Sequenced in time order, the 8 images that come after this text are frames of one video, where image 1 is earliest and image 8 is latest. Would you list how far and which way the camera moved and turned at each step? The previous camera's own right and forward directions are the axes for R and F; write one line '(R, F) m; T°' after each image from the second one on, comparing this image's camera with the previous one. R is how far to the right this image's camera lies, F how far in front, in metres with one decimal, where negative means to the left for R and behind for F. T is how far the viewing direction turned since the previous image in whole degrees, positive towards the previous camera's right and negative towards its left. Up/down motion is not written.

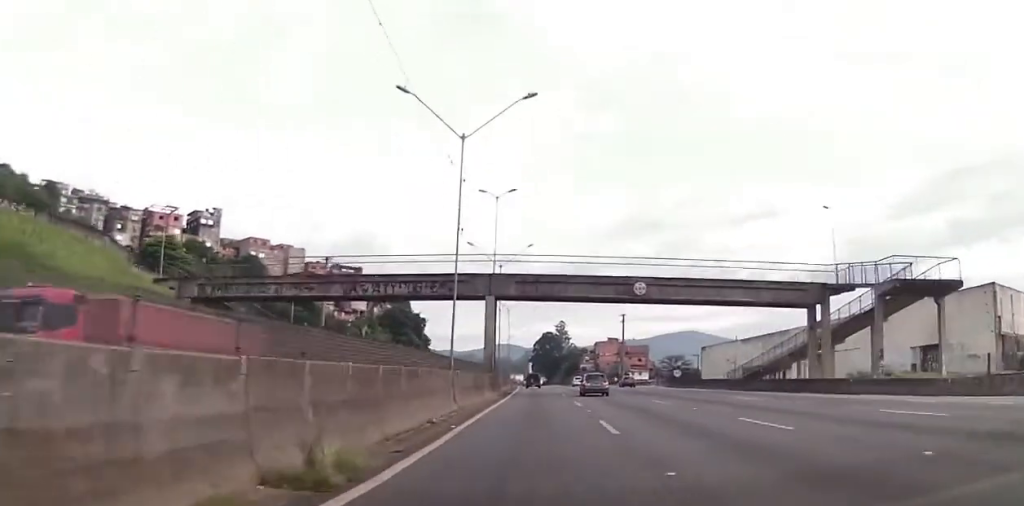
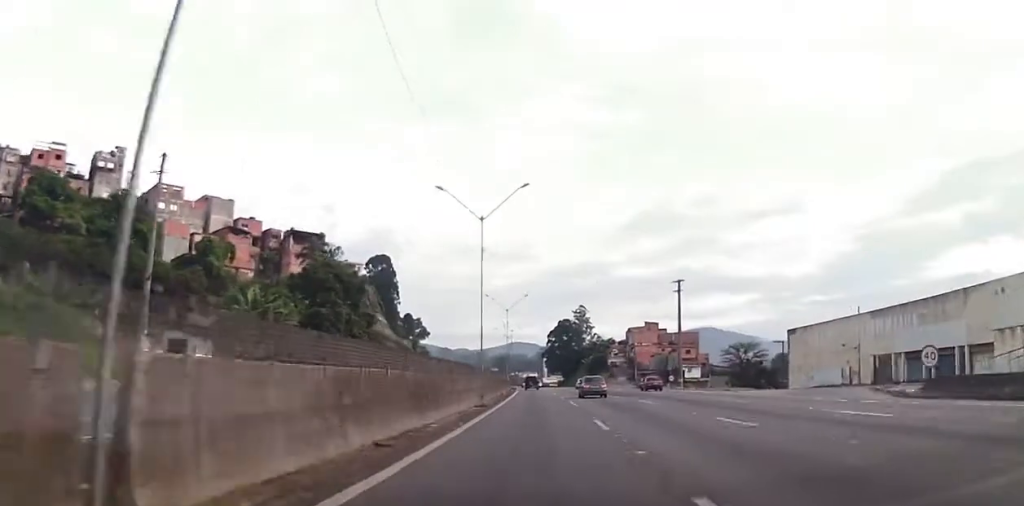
(-0.8, +53.9) m; -1°
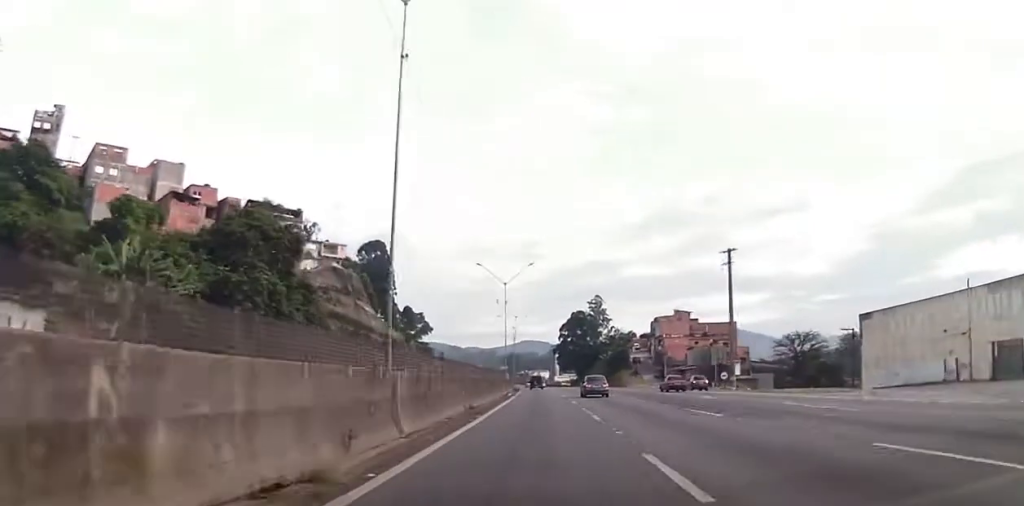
(-0.2, +25.1) m; -1°
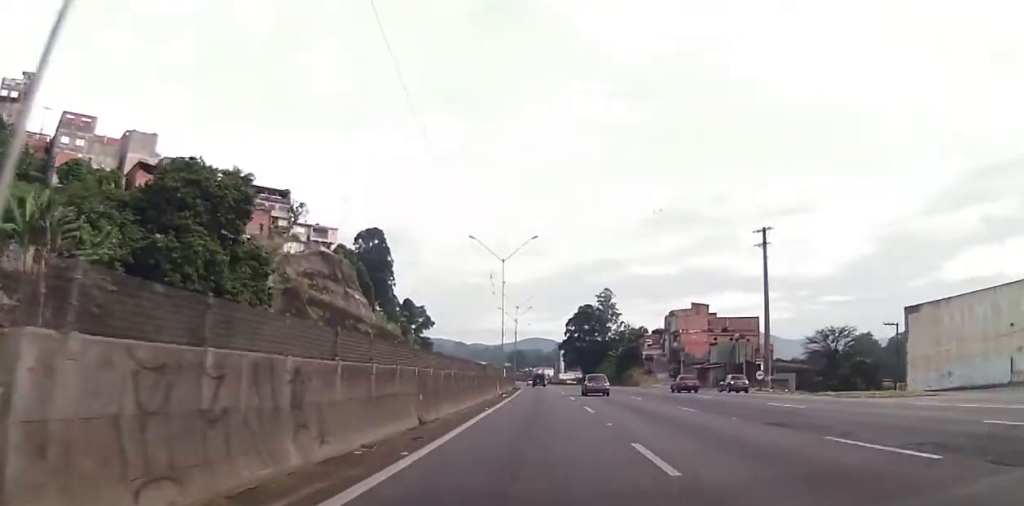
(-0.1, +11.8) m; -1°
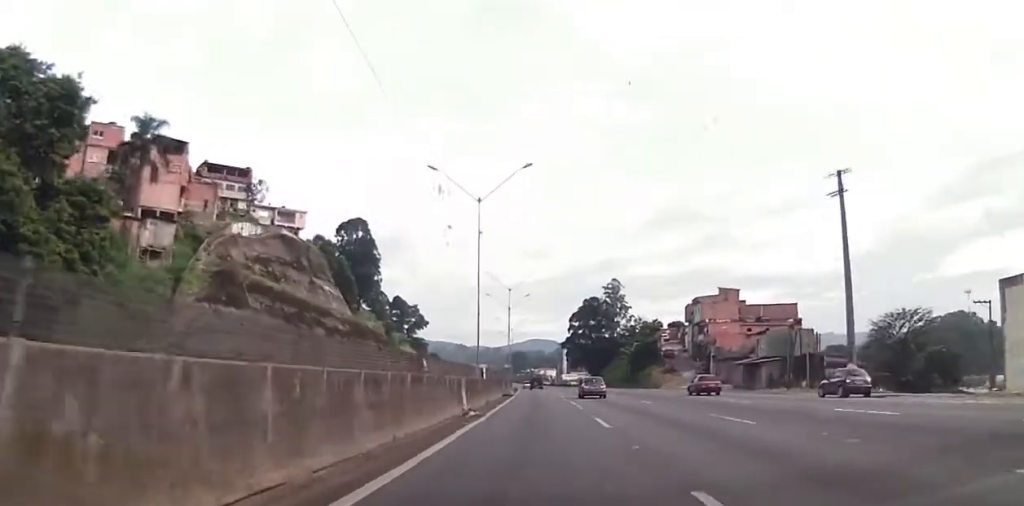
(-0.1, +20.3) m; 0°
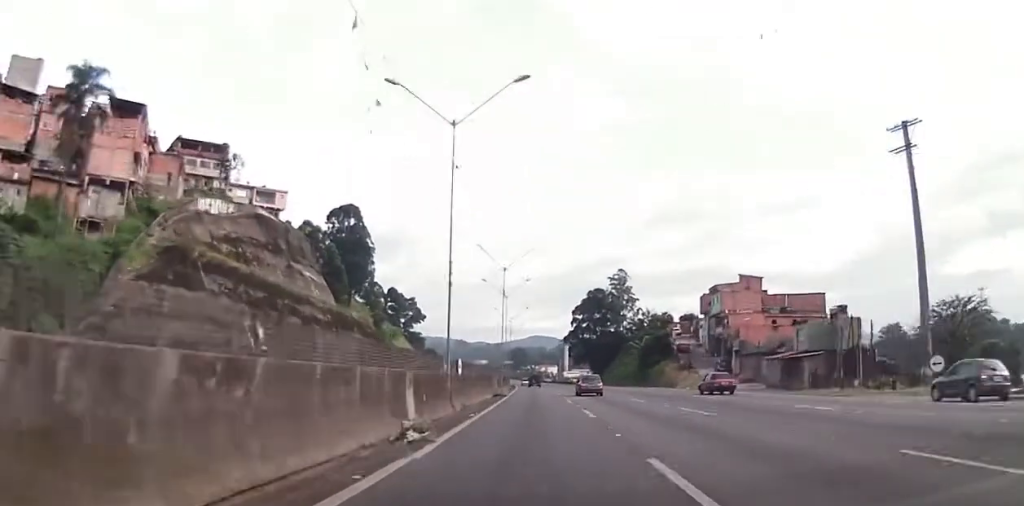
(0.0, +11.1) m; 0°
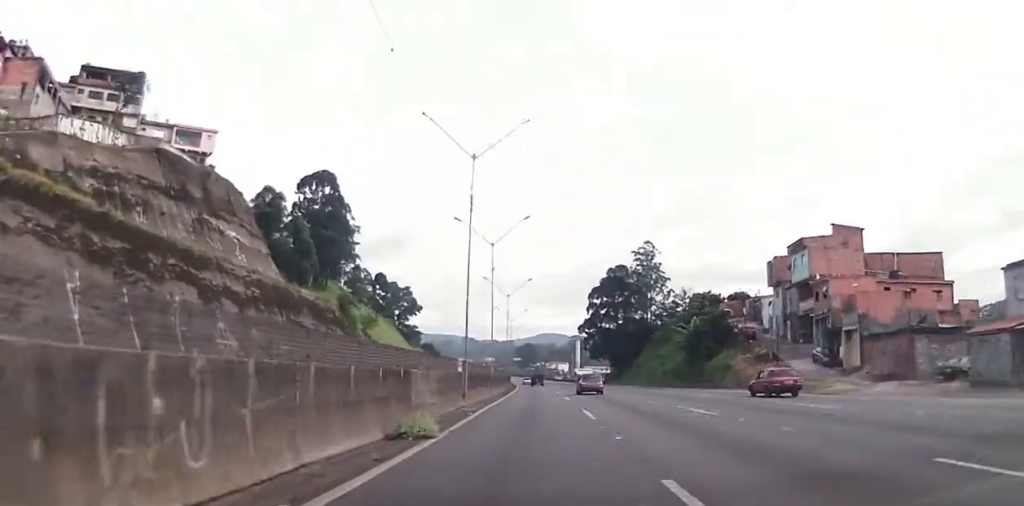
(+0.1, +30.9) m; 0°
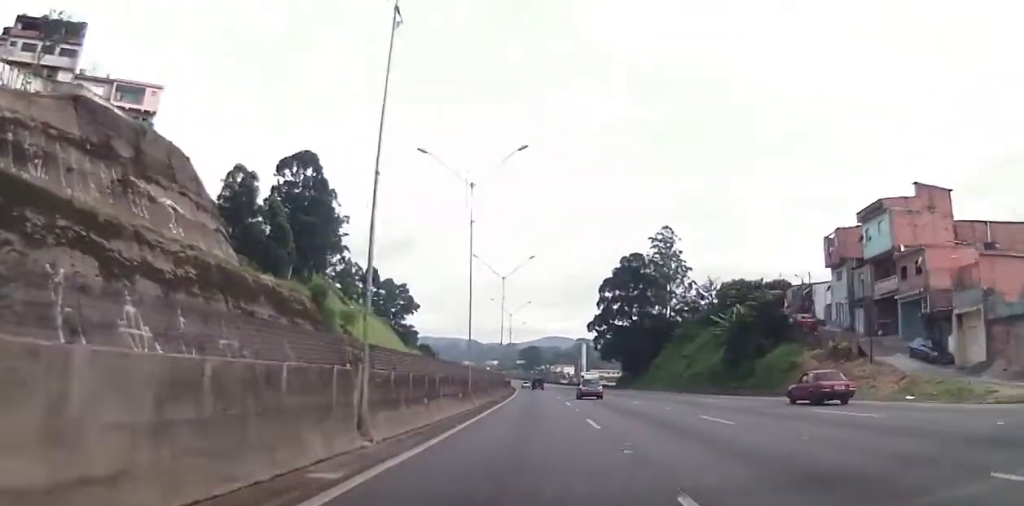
(+0.1, +16.4) m; -1°
